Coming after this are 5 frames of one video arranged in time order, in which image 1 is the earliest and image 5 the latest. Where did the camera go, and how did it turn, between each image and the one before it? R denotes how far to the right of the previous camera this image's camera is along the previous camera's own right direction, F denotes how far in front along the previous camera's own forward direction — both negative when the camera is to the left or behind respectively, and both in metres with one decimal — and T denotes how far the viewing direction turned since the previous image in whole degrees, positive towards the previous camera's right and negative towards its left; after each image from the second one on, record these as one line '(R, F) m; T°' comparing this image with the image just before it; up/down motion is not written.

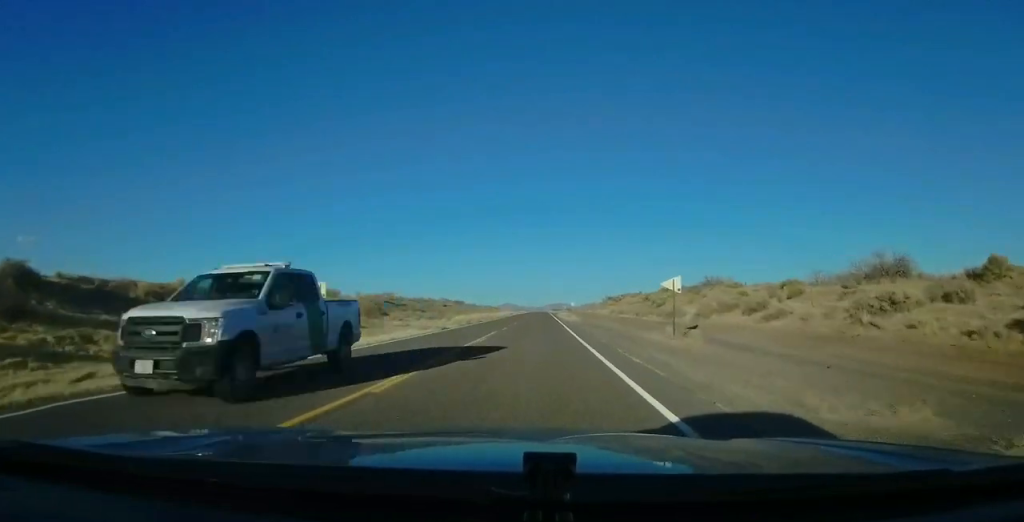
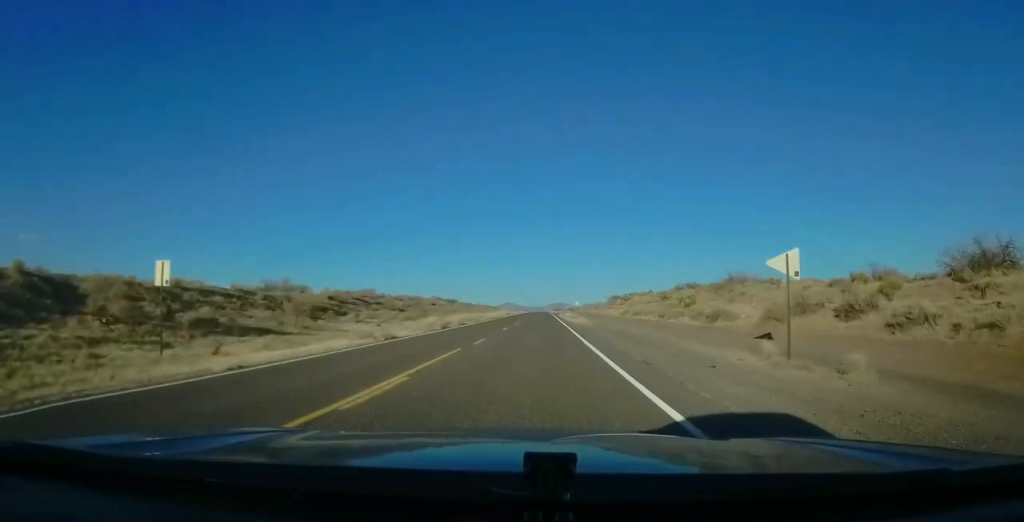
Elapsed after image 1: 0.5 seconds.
(-0.1, +13.6) m; 0°
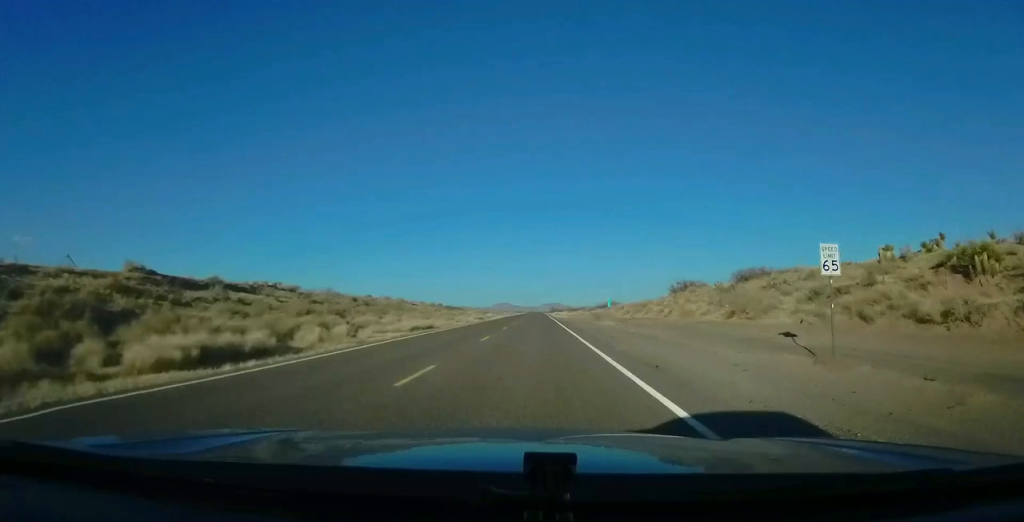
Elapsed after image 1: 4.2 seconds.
(+1.3, +107.9) m; +1°
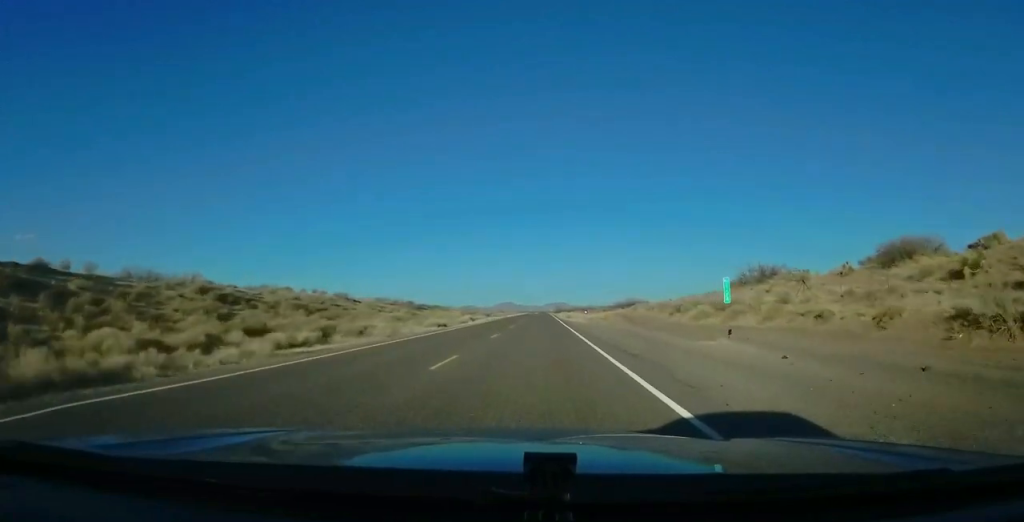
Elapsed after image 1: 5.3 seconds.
(-0.3, +34.3) m; -1°
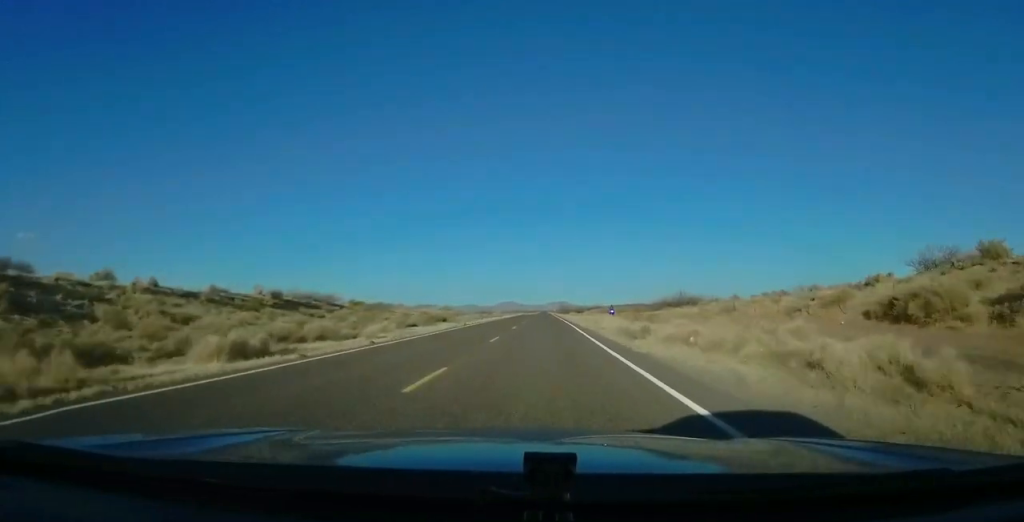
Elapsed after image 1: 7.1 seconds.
(-0.6, +52.1) m; 0°
